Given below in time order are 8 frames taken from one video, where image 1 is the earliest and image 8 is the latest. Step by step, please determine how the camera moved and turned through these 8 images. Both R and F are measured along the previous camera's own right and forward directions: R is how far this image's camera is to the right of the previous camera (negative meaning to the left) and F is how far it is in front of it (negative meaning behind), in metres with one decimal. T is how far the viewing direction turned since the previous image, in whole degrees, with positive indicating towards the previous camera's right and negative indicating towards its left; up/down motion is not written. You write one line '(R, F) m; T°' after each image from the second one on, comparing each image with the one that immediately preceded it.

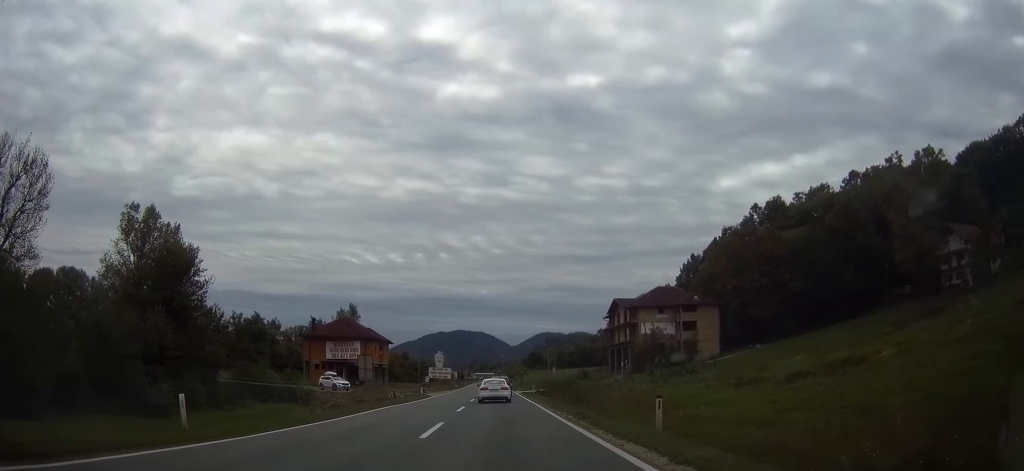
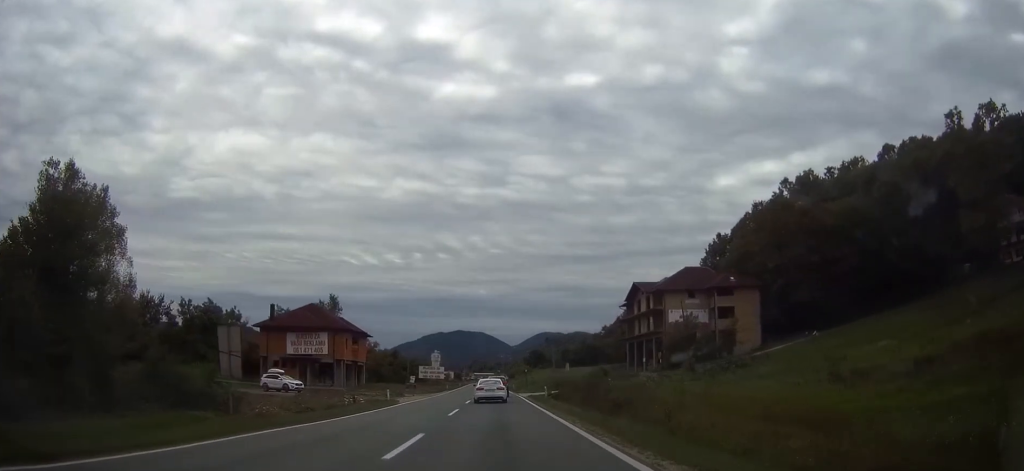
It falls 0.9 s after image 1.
(+0.1, +17.7) m; 0°
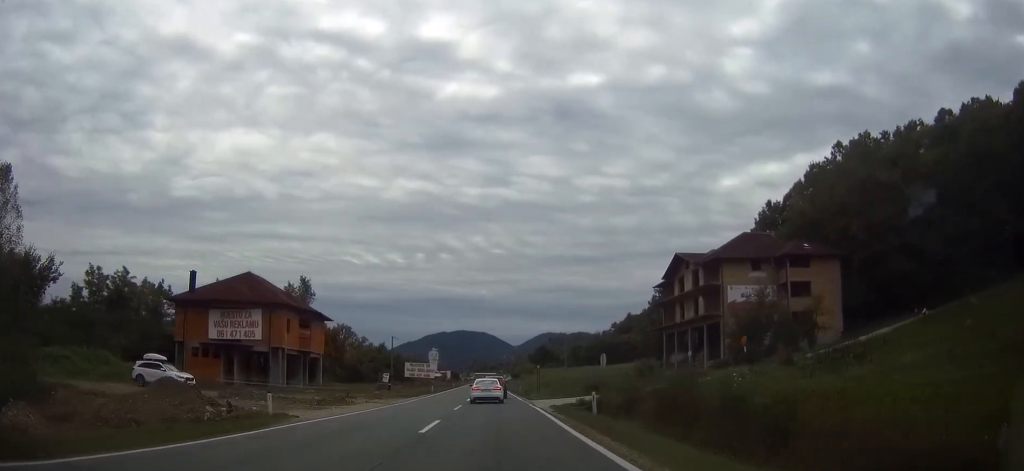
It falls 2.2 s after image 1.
(-0.1, +23.1) m; 0°
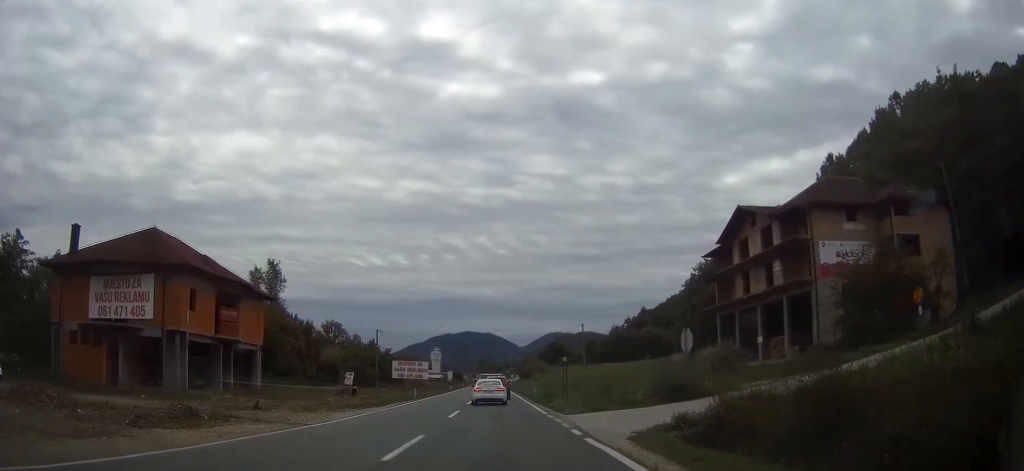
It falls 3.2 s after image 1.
(0.0, +20.0) m; 0°
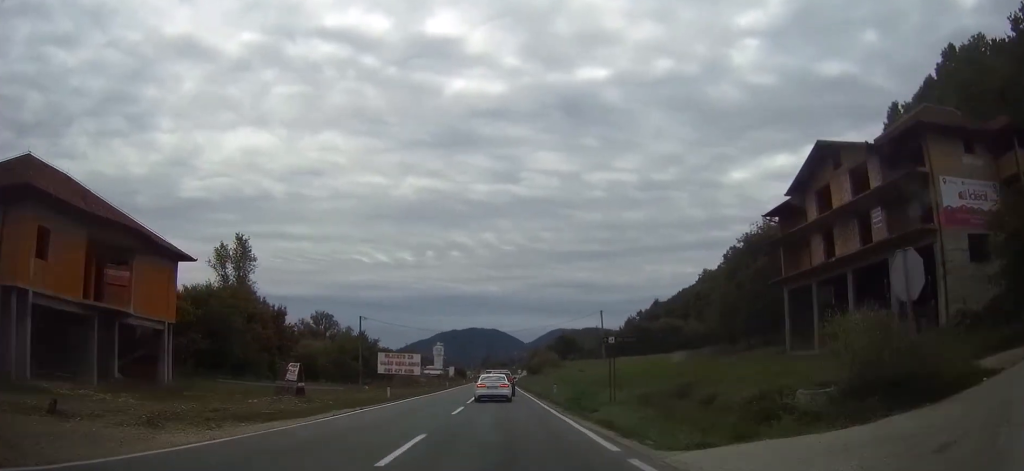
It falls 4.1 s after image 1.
(0.0, +15.7) m; 0°
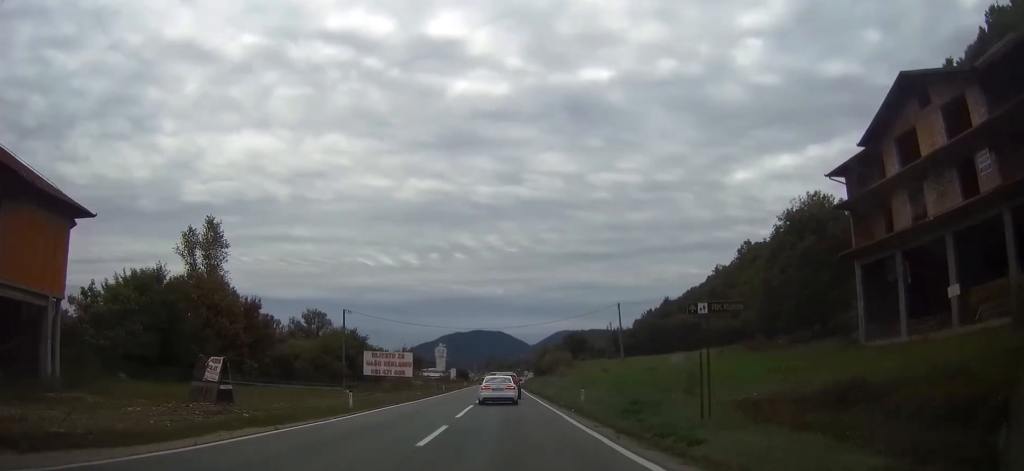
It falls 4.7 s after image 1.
(+0.1, +11.3) m; 0°
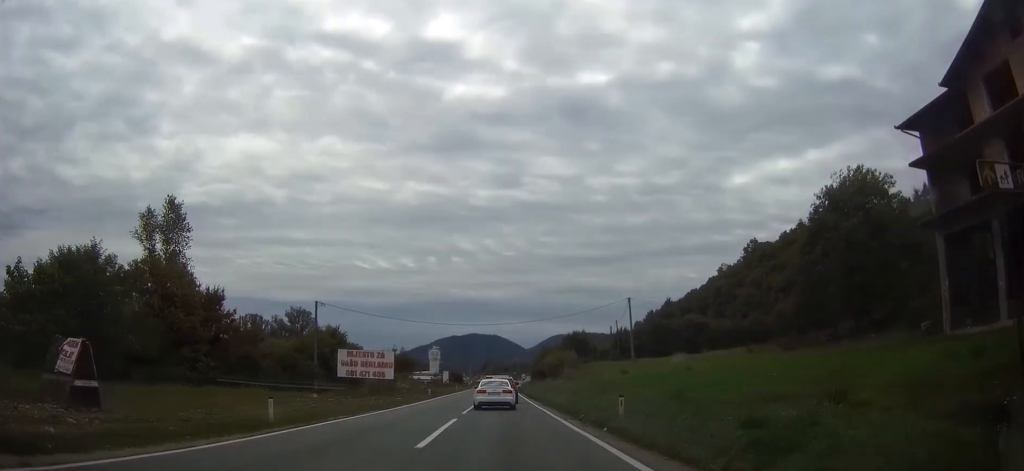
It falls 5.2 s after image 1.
(-0.1, +9.8) m; 0°
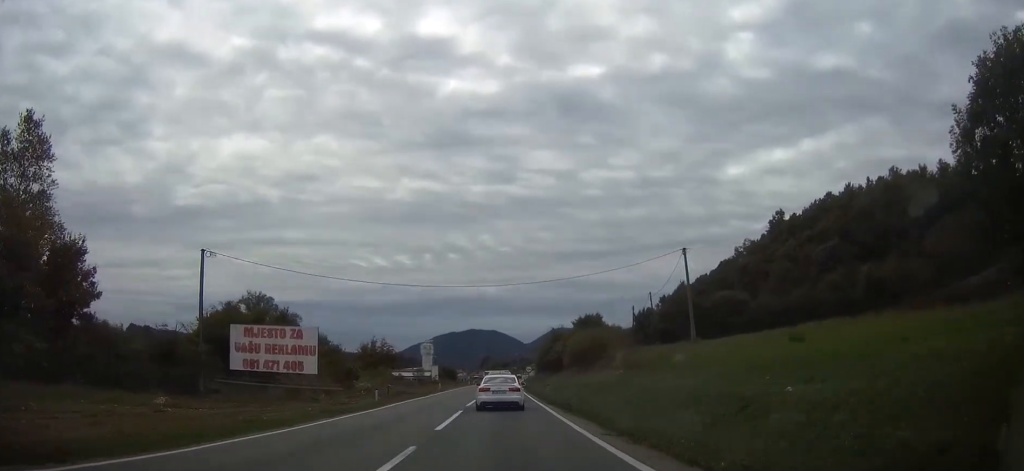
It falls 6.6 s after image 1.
(0.0, +24.5) m; 0°
